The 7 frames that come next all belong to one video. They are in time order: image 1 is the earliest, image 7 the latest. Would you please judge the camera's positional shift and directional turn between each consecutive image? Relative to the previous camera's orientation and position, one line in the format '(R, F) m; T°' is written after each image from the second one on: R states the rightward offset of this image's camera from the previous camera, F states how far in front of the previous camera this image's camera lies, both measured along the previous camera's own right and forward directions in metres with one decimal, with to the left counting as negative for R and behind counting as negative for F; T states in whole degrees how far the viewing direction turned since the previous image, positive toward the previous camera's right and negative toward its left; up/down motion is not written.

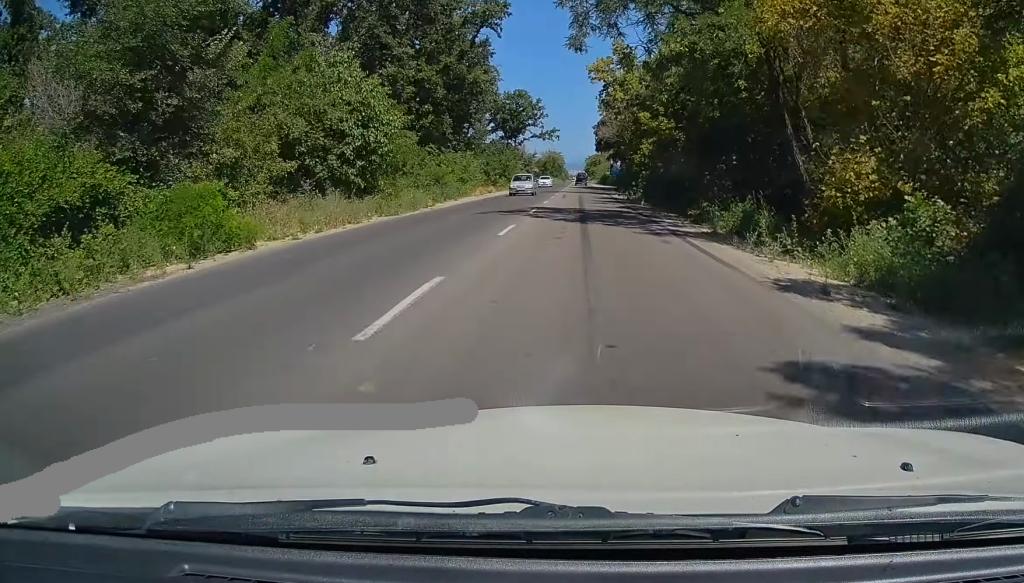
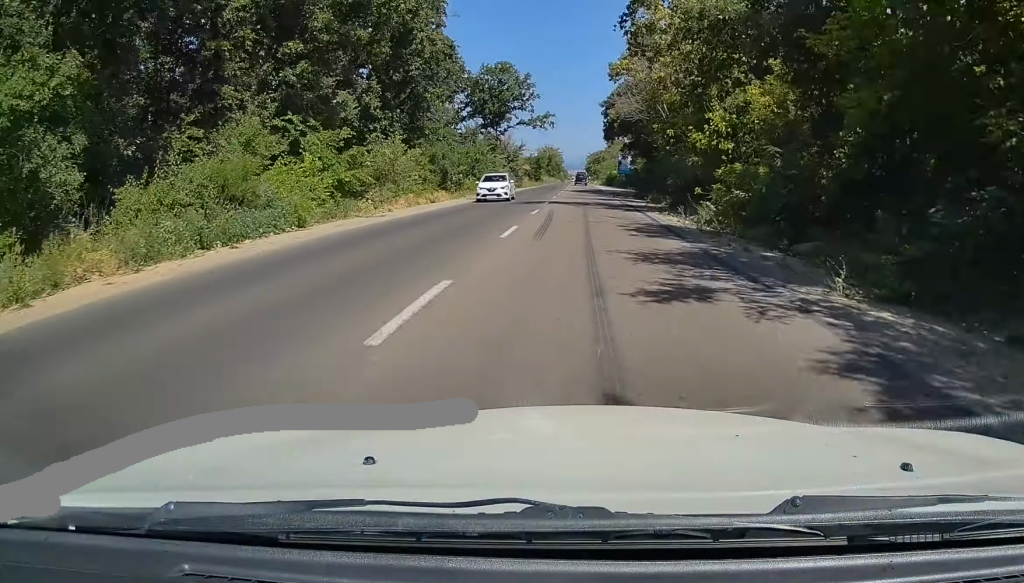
(+0.2, +27.4) m; 0°
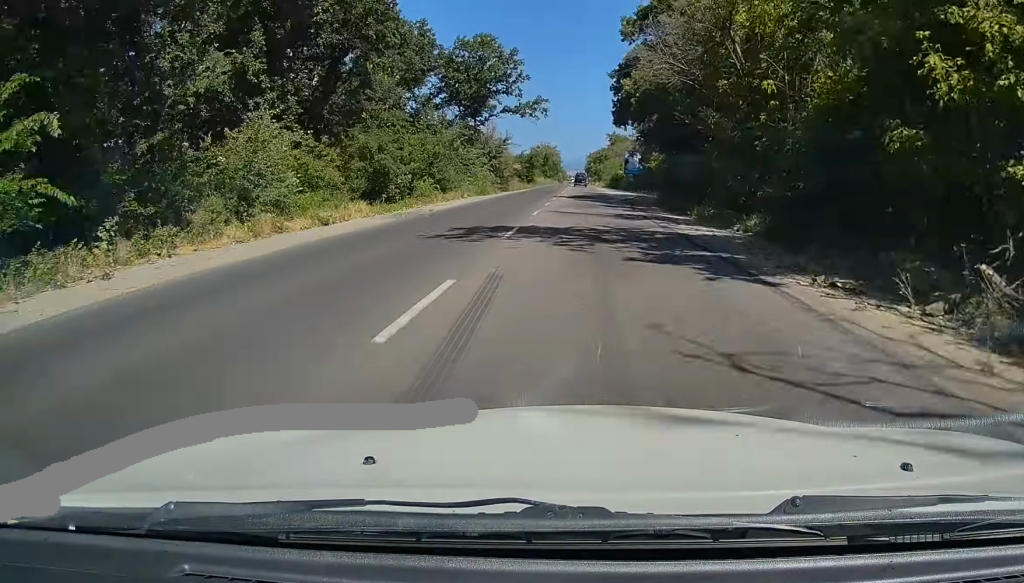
(-0.1, +18.0) m; 0°
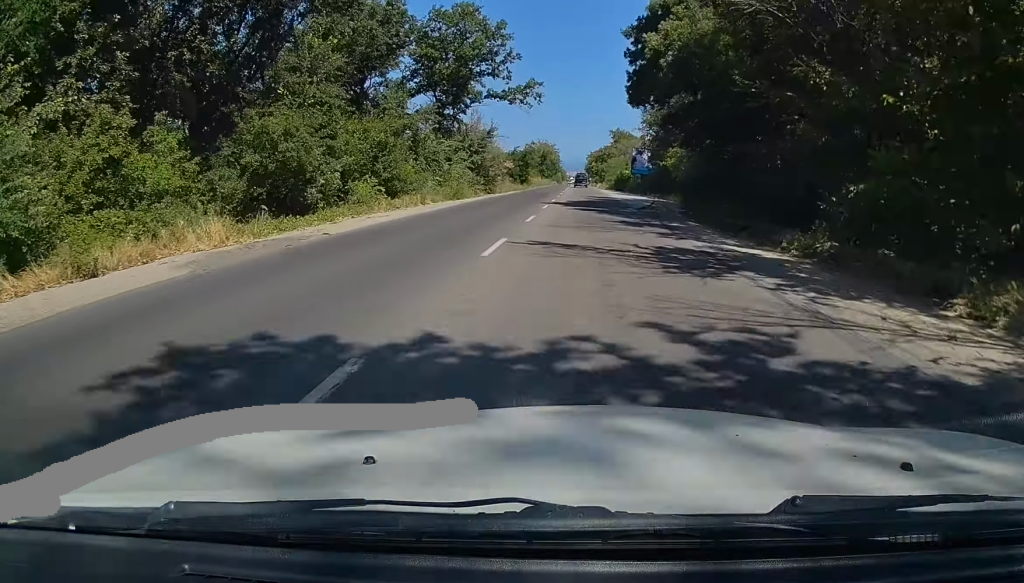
(0.0, +12.6) m; 0°
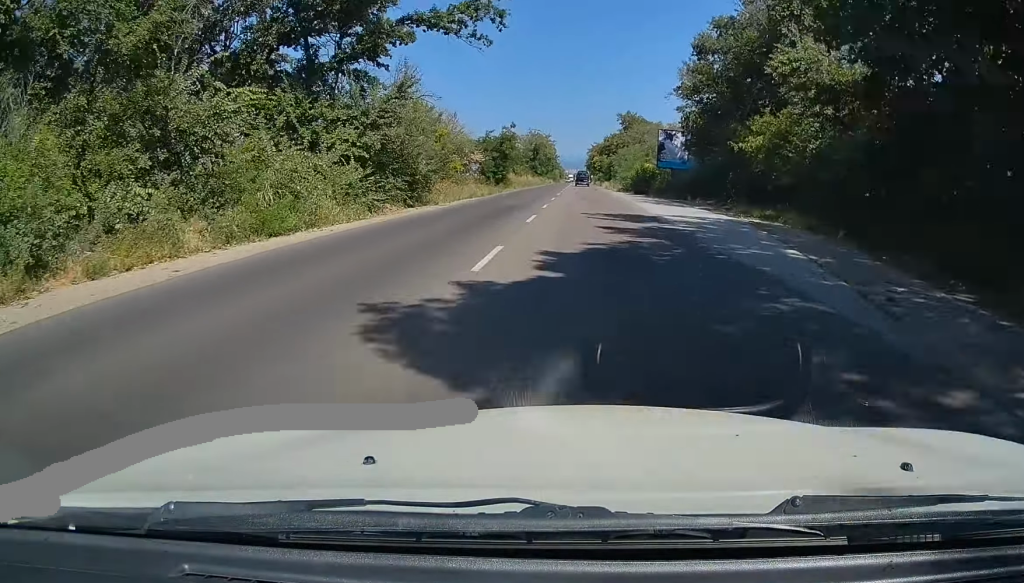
(+0.2, +28.2) m; +1°
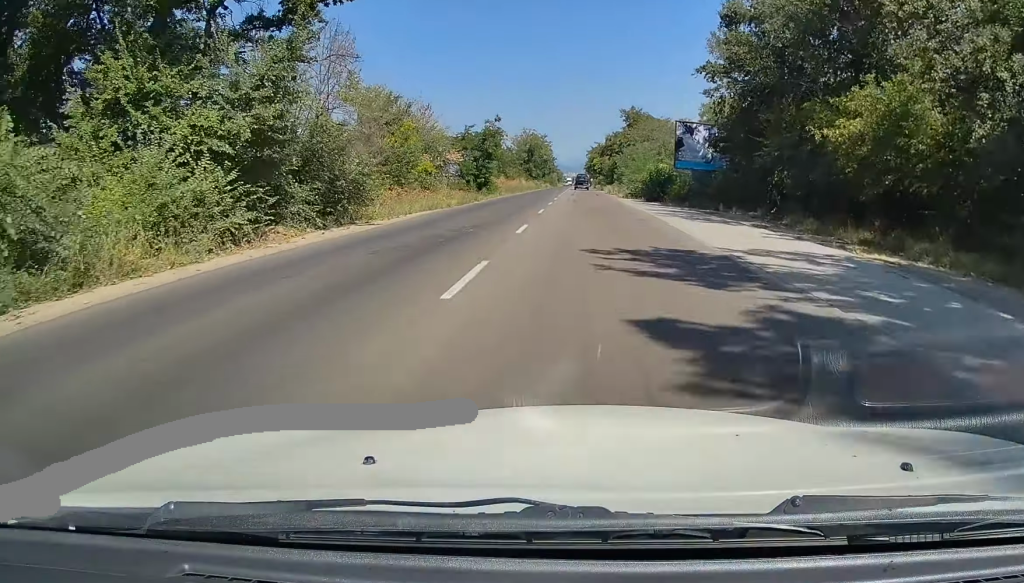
(0.0, +11.1) m; 0°
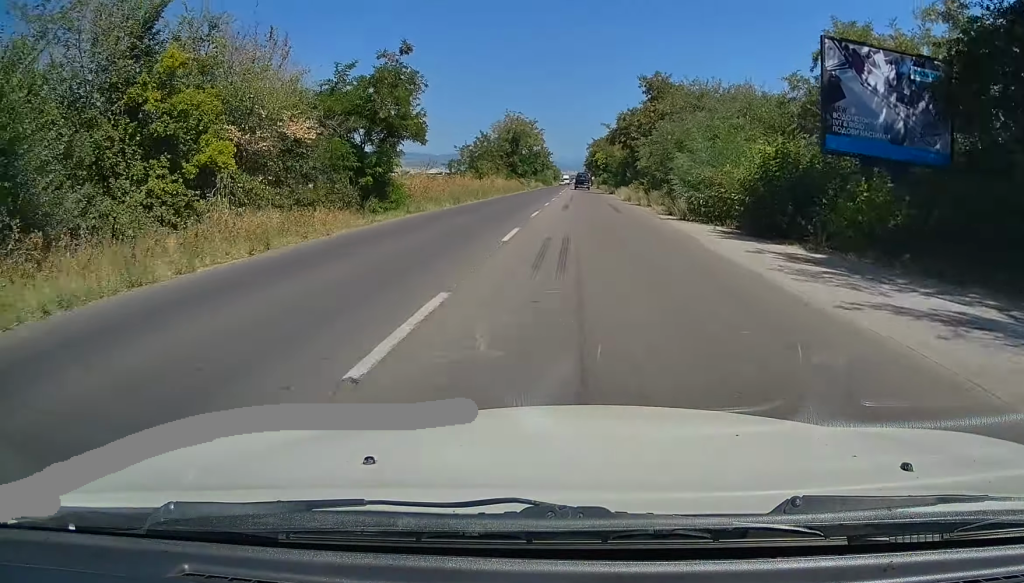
(0.0, +28.9) m; 0°
